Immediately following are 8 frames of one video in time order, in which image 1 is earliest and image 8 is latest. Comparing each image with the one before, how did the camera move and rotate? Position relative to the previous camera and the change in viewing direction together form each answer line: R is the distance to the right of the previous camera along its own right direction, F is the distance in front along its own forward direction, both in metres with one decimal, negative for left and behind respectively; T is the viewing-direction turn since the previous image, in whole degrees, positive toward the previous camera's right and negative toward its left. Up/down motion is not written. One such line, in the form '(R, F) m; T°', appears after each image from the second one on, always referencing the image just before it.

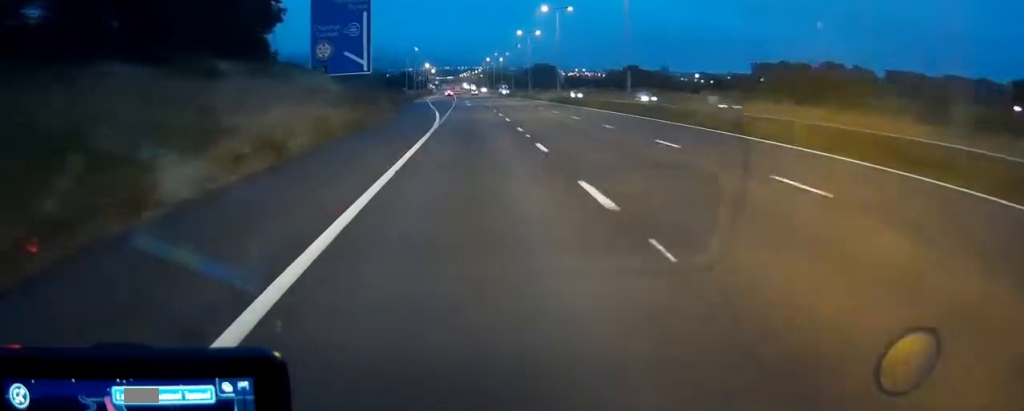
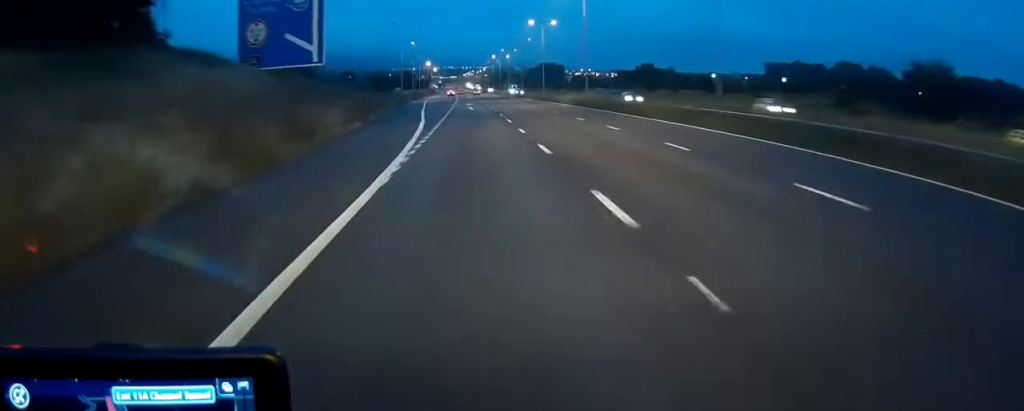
(-0.2, +19.8) m; -1°
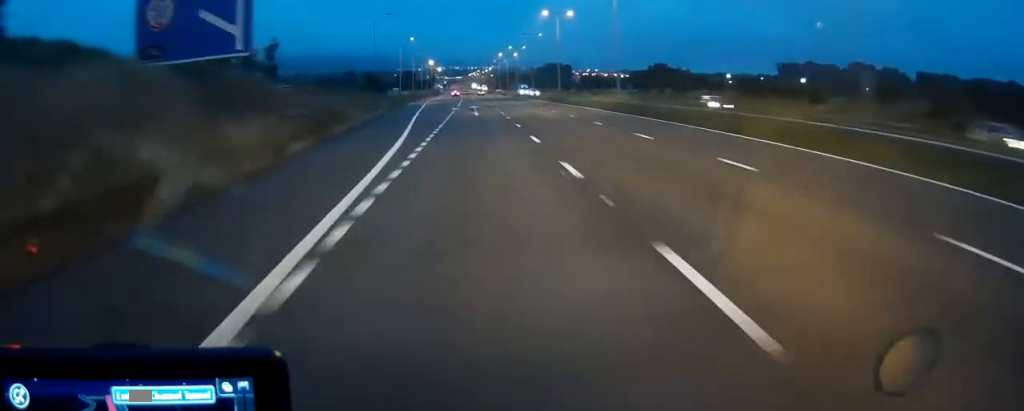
(0.0, +13.9) m; 0°
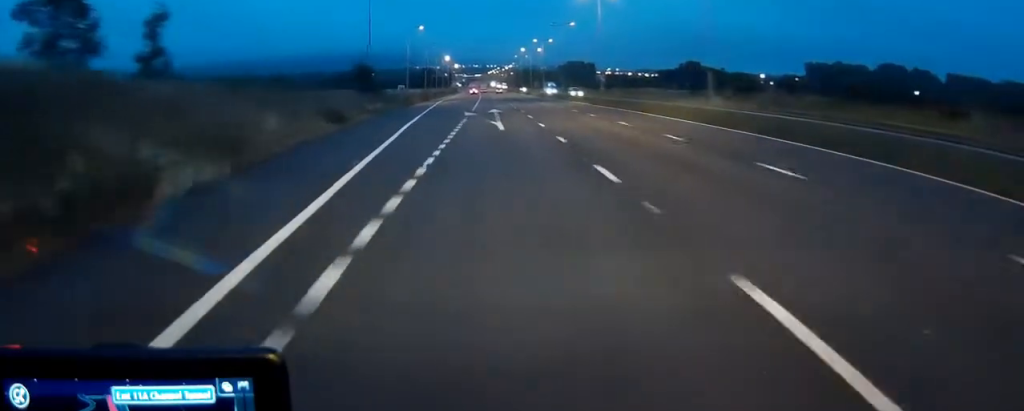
(+0.1, +19.8) m; -1°
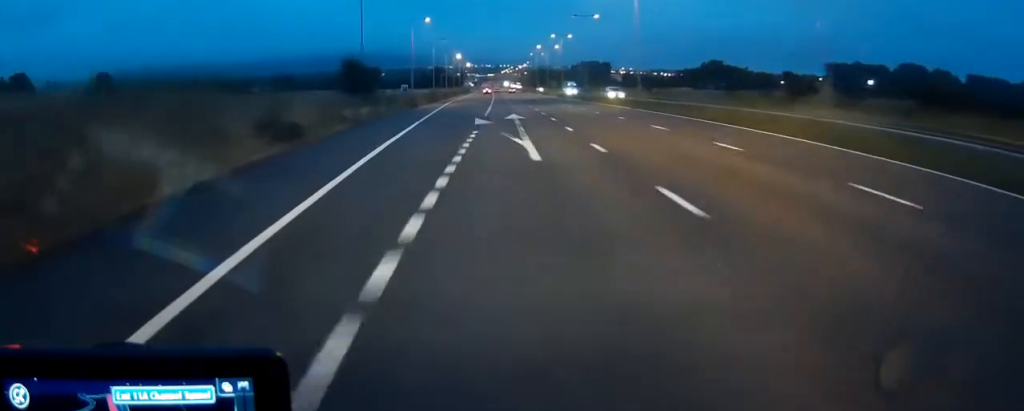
(-0.2, +12.9) m; -1°
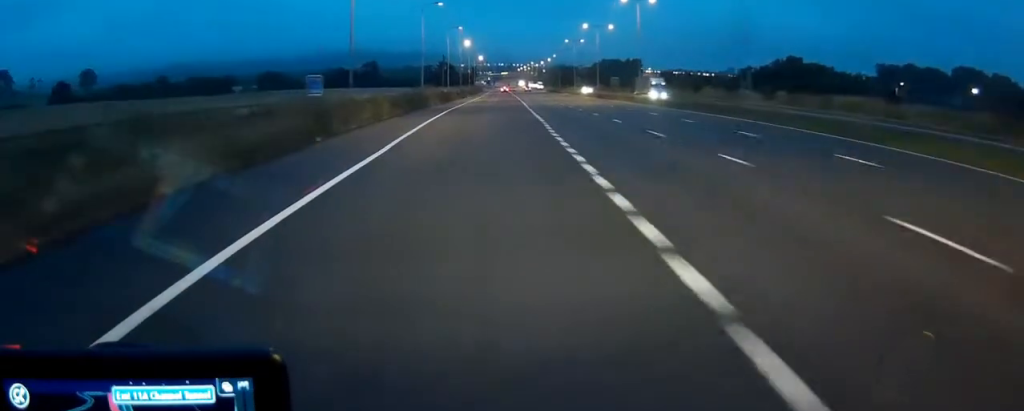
(-0.8, +59.2) m; -1°
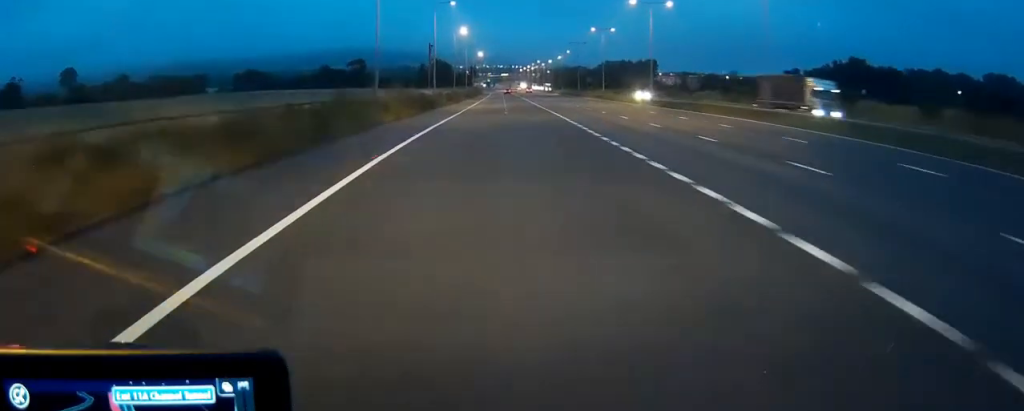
(0.0, +37.2) m; 0°
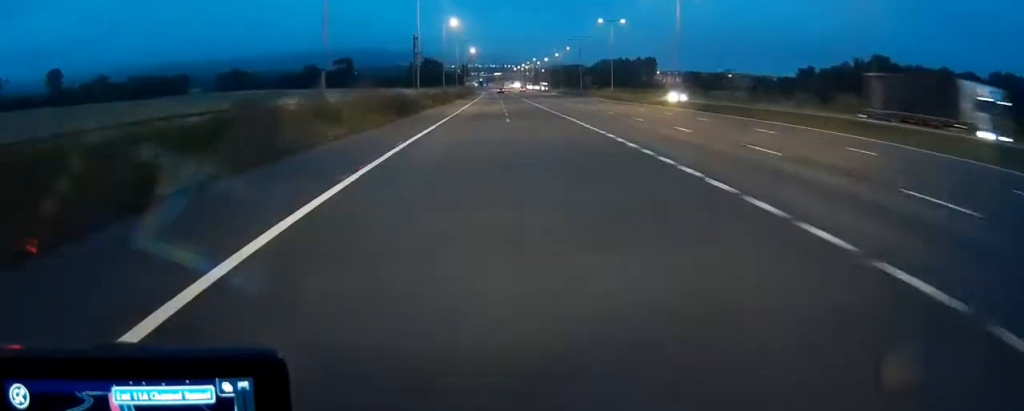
(0.0, +14.6) m; 0°
